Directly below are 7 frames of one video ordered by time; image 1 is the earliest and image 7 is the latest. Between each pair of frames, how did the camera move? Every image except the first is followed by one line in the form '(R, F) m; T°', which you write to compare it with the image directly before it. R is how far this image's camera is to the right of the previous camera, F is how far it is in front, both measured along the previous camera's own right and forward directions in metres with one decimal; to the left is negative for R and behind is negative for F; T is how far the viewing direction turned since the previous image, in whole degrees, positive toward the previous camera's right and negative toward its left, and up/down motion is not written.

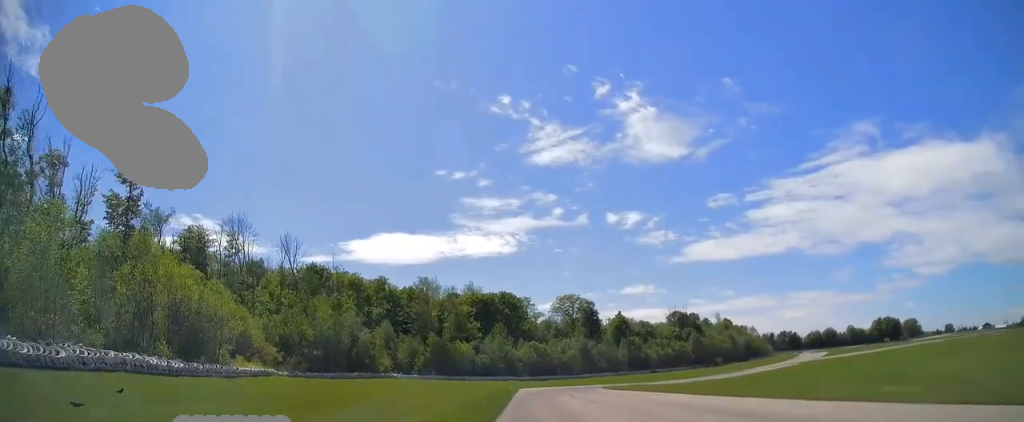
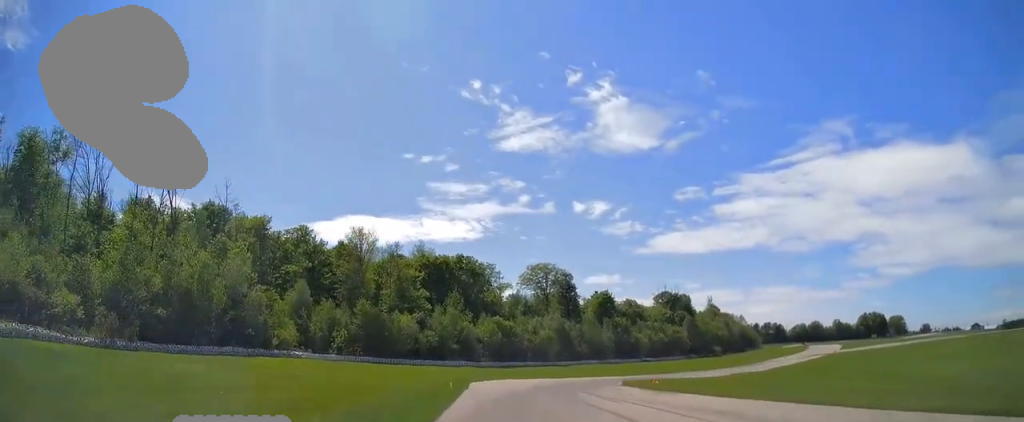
(+0.3, +34.5) m; +3°
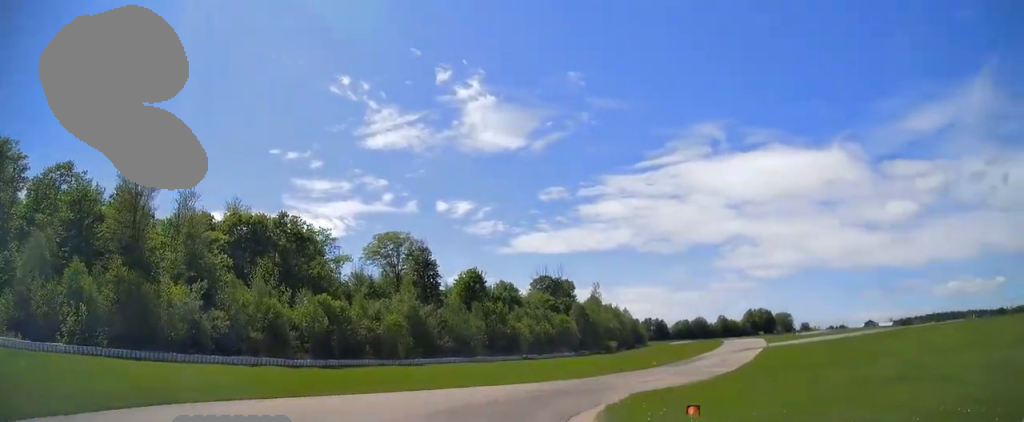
(+2.0, +36.1) m; +10°
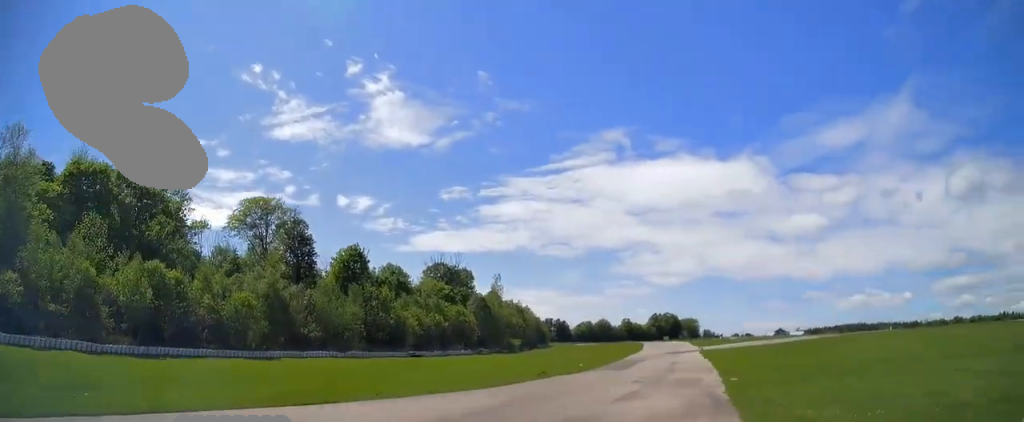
(+1.7, +21.1) m; +9°
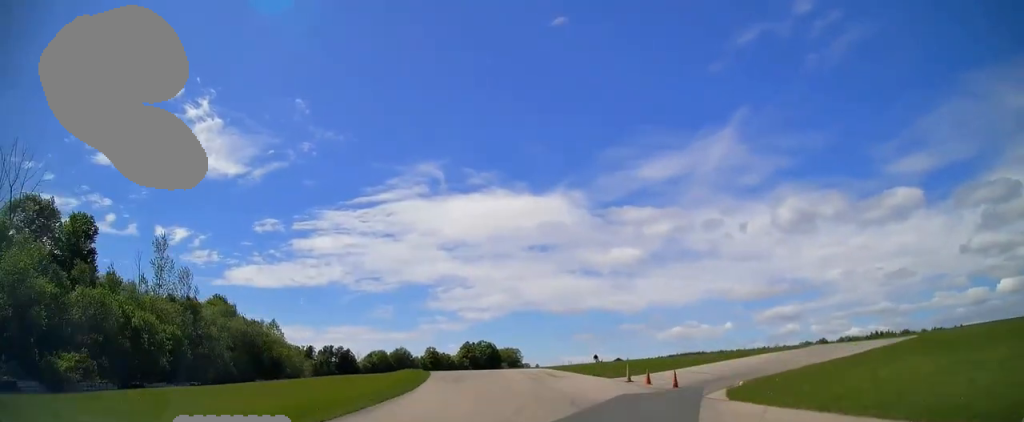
(+21.5, +83.6) m; +13°
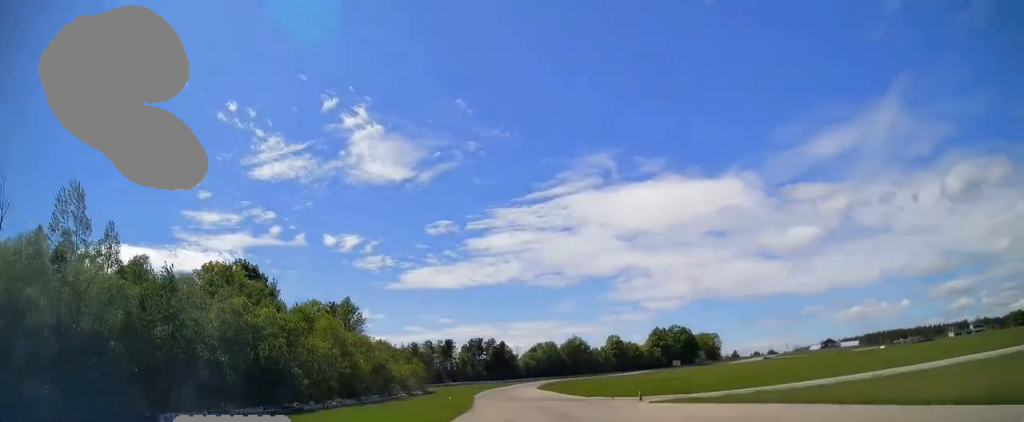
(-6.7, +66.6) m; -6°
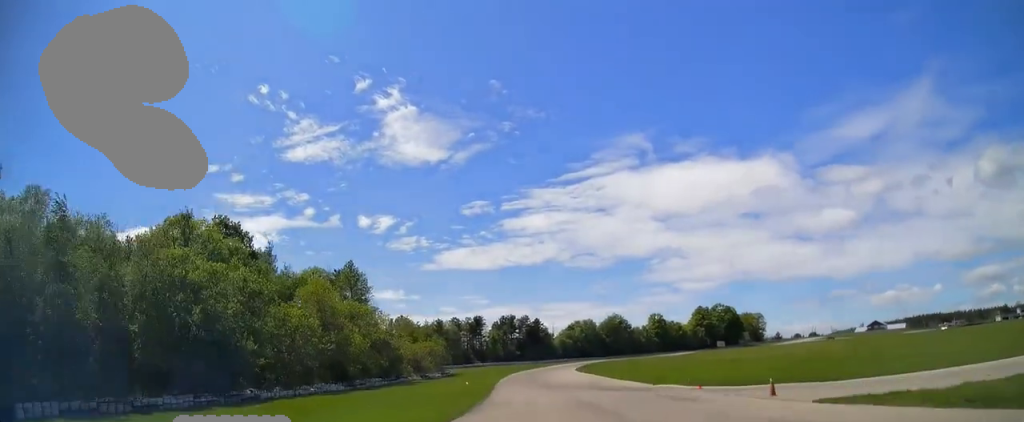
(0.0, +17.3) m; 0°
